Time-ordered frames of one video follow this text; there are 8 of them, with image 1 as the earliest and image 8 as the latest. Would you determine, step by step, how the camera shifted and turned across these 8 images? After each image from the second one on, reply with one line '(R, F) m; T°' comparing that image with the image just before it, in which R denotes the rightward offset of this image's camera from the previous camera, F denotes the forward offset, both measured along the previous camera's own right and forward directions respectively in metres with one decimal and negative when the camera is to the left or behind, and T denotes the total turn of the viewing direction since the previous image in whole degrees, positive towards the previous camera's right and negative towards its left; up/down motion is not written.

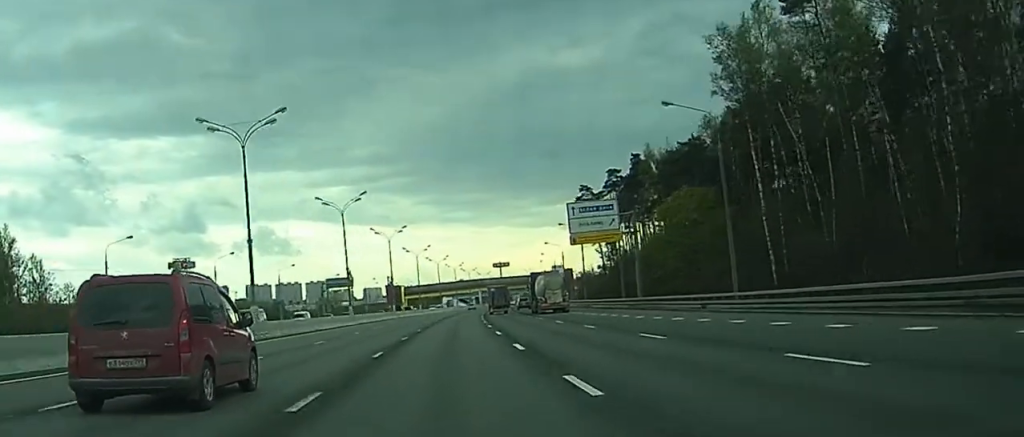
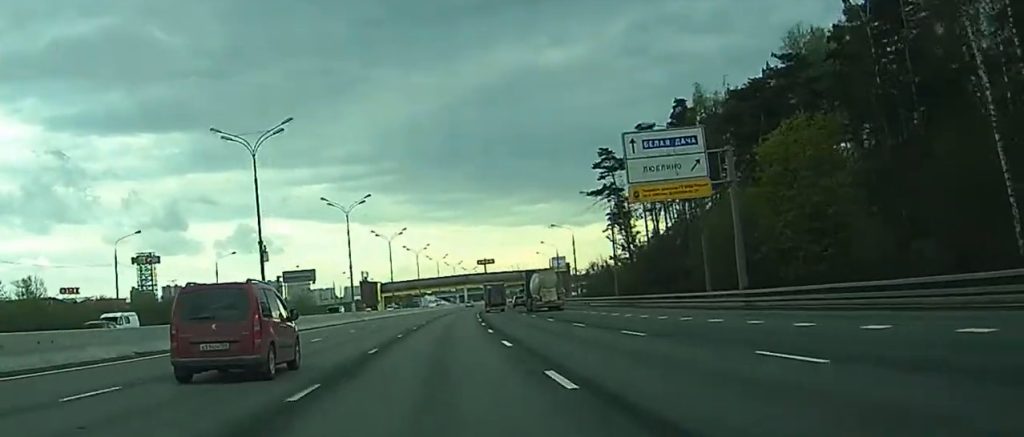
(+0.2, +35.1) m; +1°
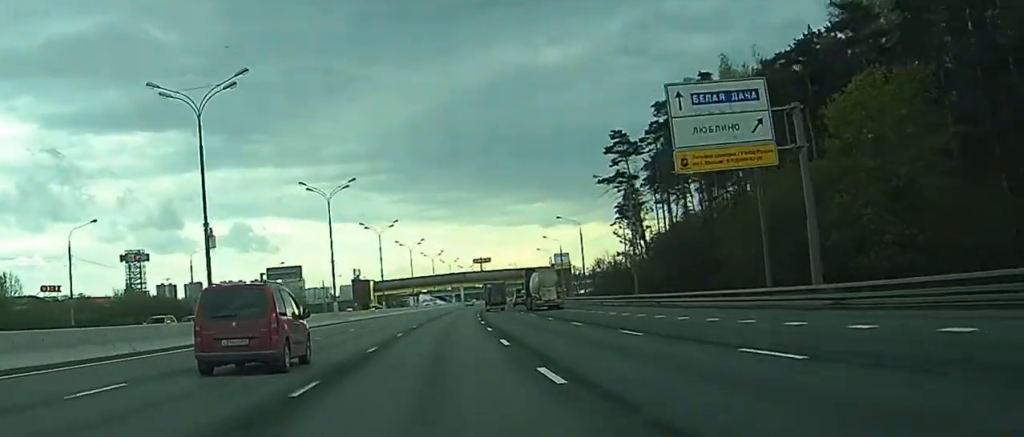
(+0.2, +11.6) m; 0°
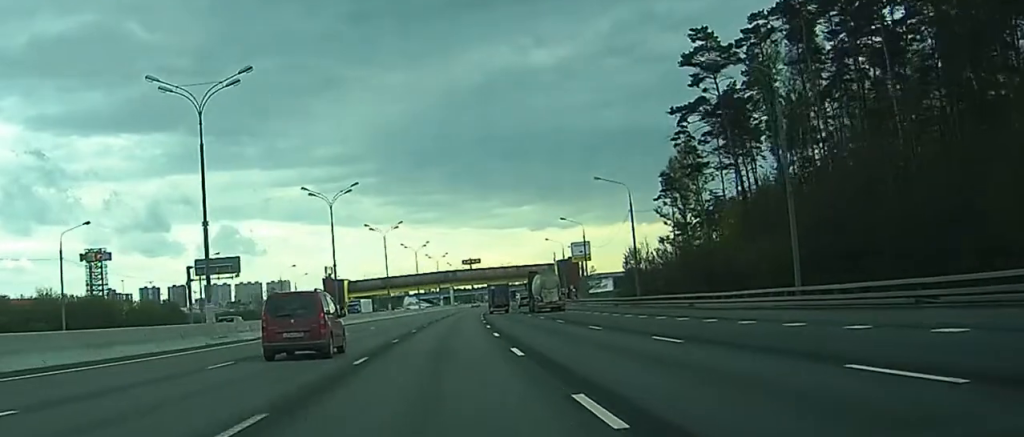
(+0.4, +40.3) m; +1°
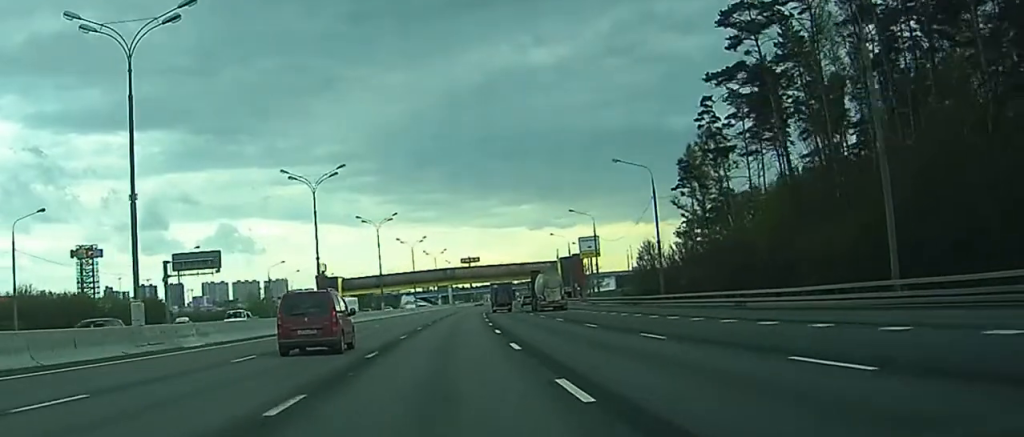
(+0.1, +9.8) m; +1°
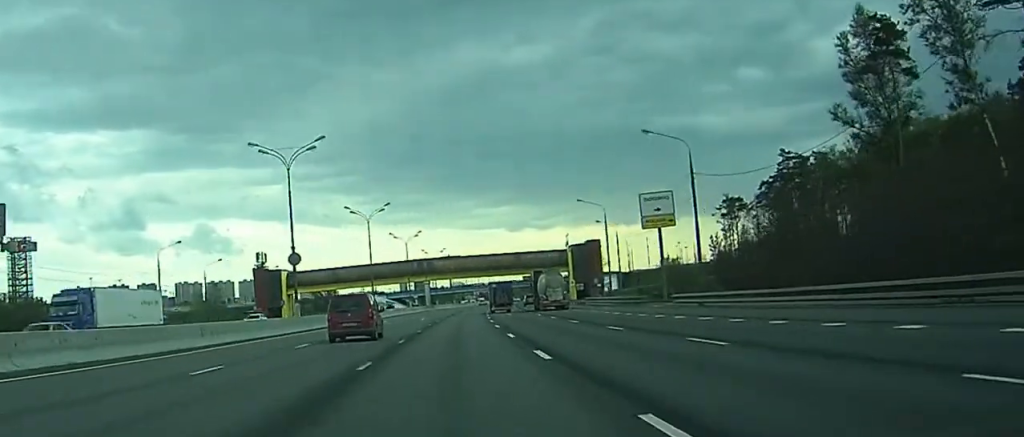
(+0.9, +52.1) m; +2°
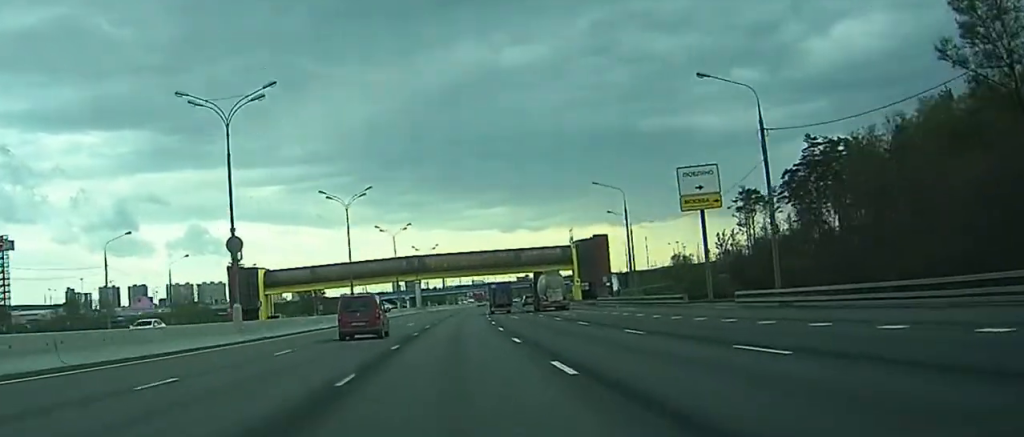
(+0.1, +15.0) m; 0°
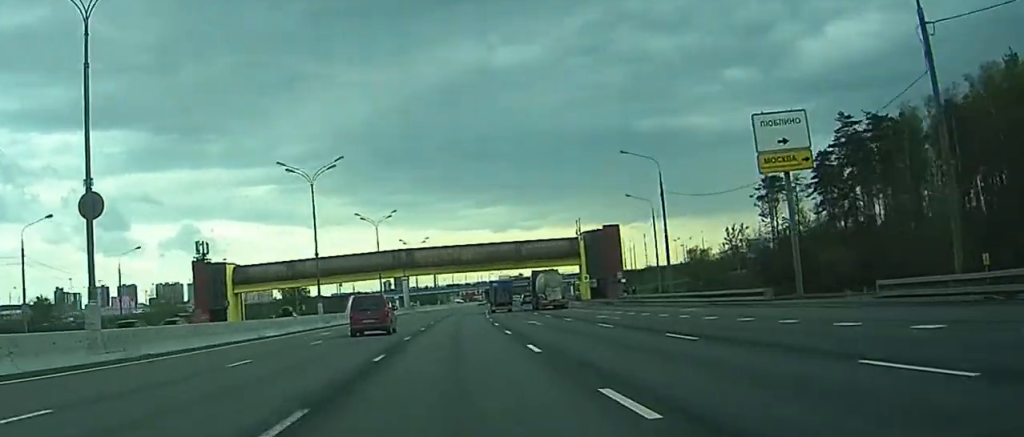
(+0.1, +17.3) m; 0°
